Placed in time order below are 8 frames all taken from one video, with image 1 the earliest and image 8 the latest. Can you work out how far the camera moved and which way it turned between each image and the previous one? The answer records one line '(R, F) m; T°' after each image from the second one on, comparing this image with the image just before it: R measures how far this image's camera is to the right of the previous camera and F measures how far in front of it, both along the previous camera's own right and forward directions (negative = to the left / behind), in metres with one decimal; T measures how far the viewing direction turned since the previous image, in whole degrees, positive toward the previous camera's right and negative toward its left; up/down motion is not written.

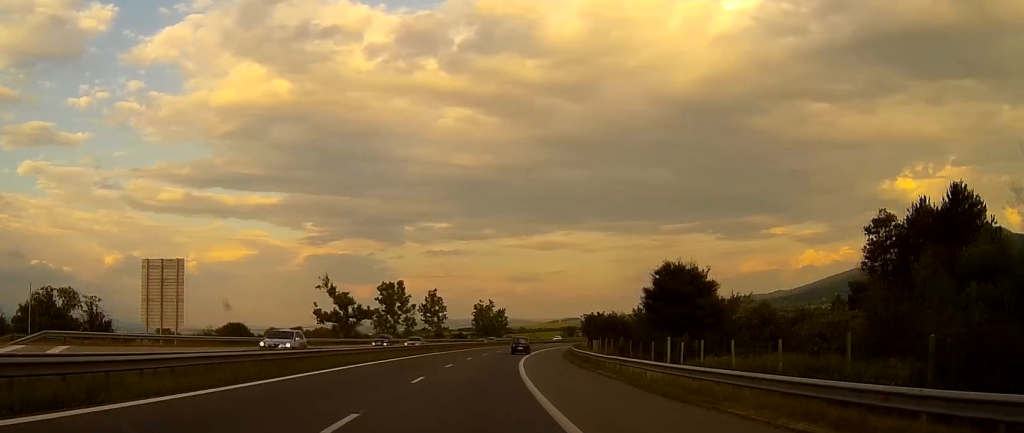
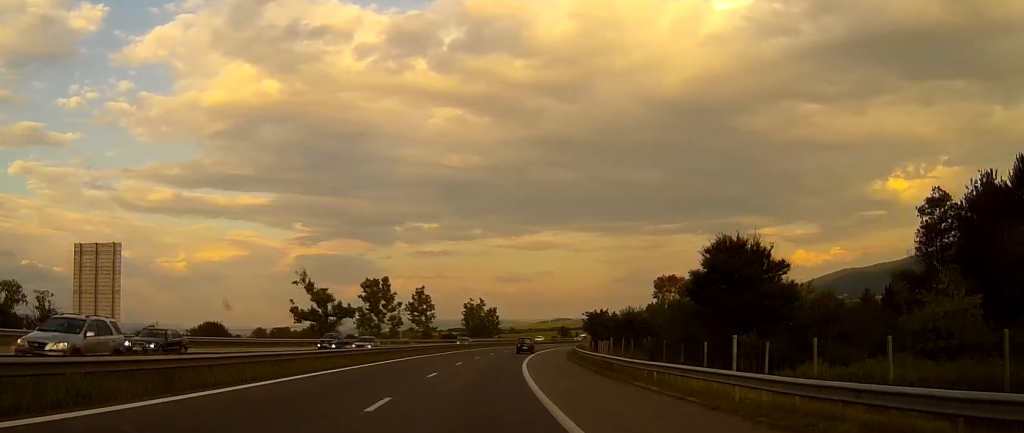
(-0.2, +16.2) m; +1°
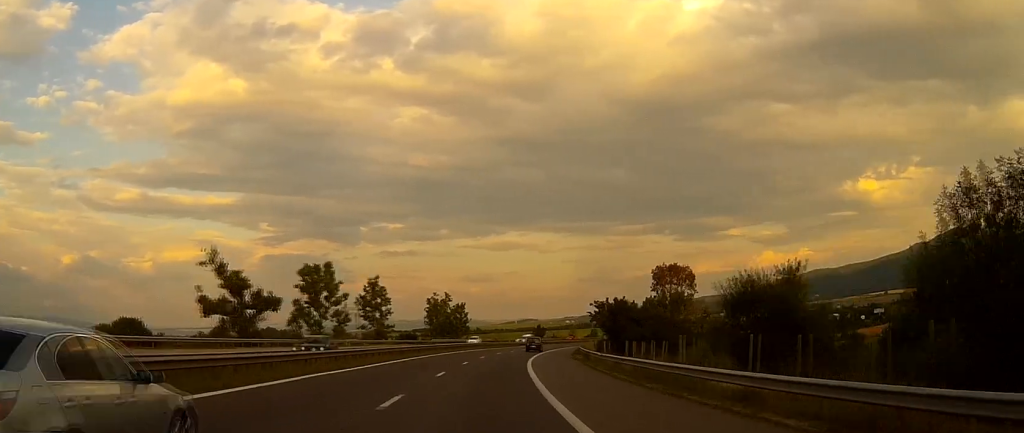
(+1.5, +53.1) m; +4°
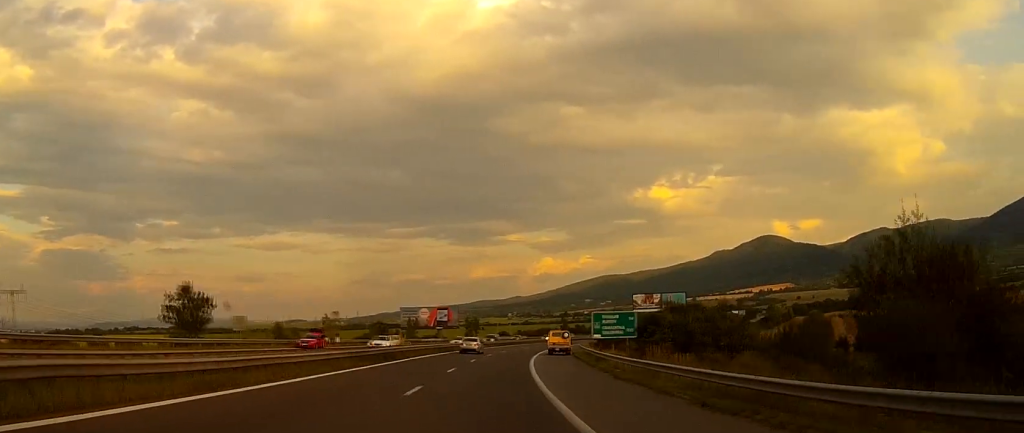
(+20.2, +169.2) m; +14°
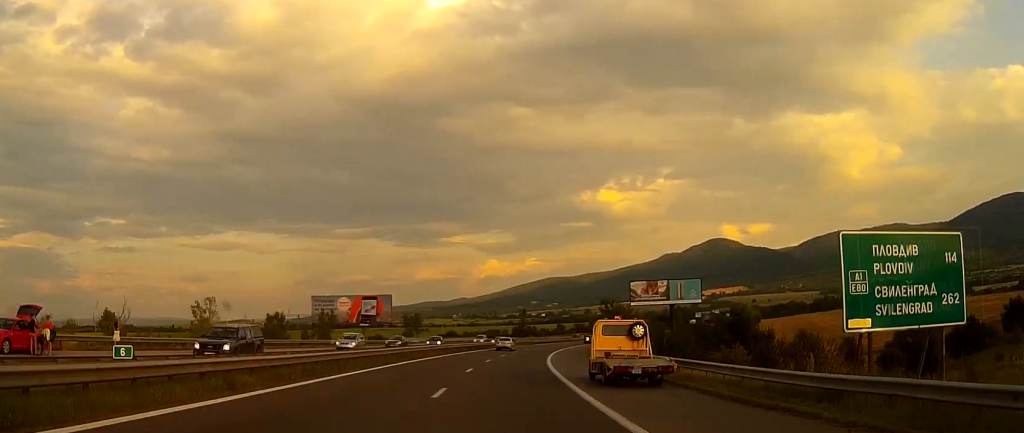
(+0.5, +49.8) m; +4°
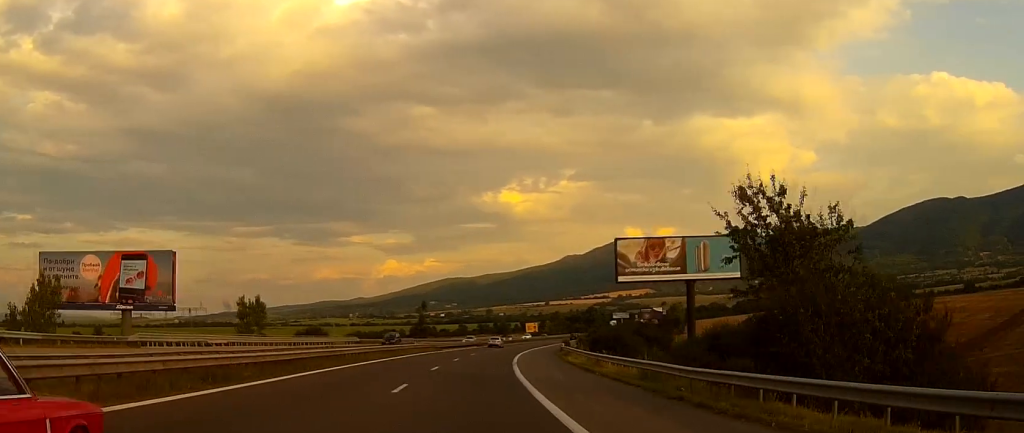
(+3.8, +62.9) m; +5°
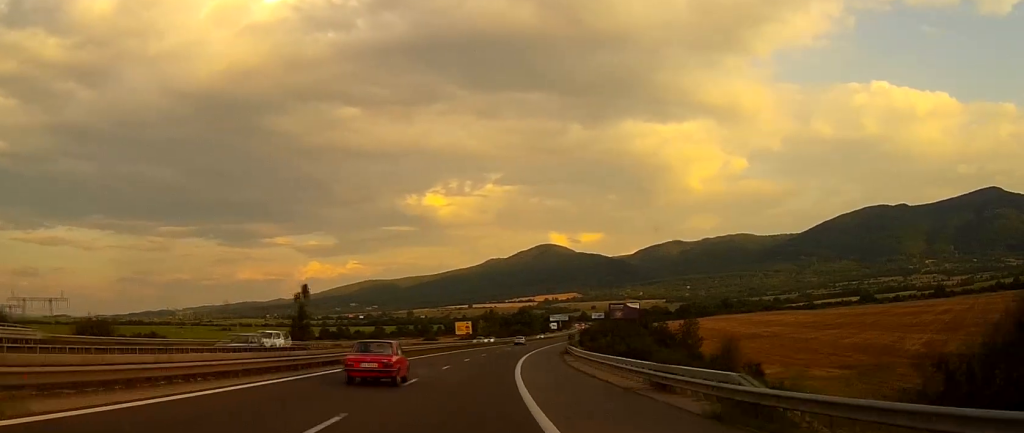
(+4.1, +75.9) m; +6°
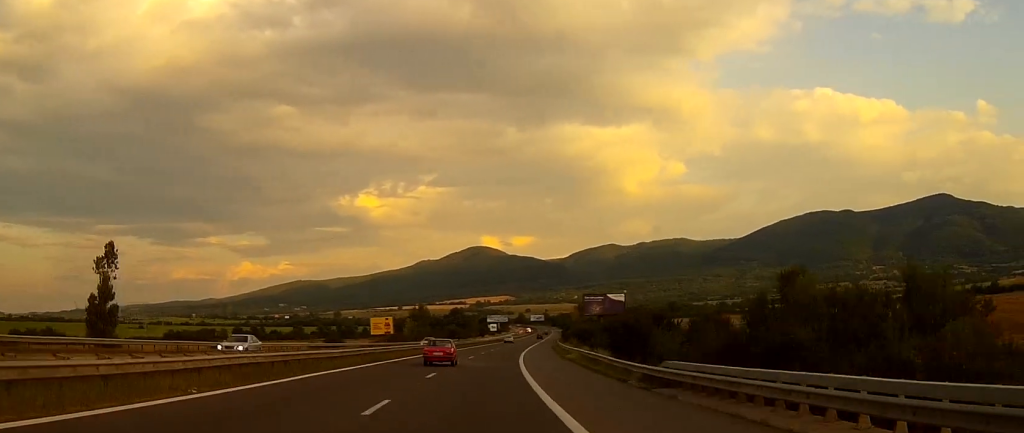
(+2.8, +60.6) m; +4°
